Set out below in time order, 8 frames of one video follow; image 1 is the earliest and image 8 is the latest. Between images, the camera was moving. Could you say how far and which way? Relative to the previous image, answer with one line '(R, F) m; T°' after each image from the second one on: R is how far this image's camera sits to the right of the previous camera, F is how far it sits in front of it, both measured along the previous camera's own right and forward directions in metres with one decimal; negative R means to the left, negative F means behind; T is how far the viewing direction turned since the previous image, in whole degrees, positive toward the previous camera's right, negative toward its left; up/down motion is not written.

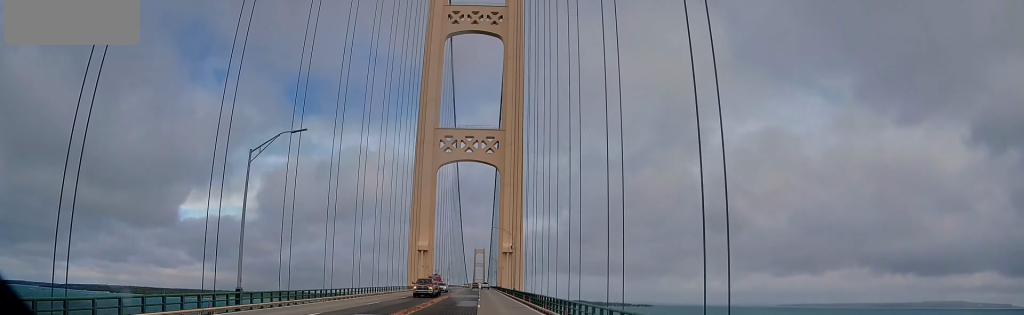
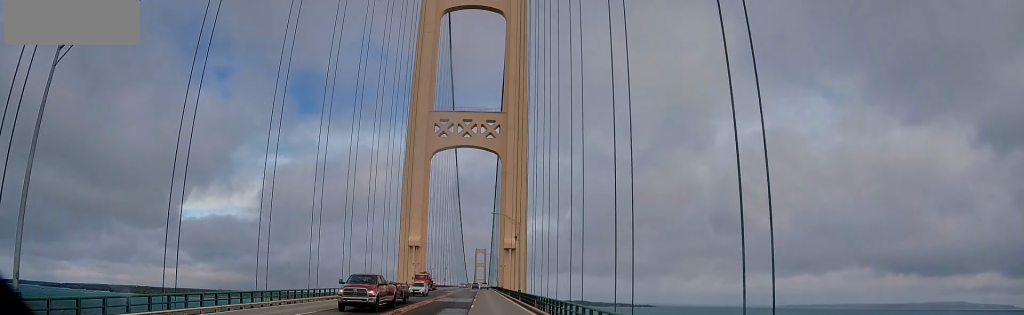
(-0.4, +18.7) m; 0°
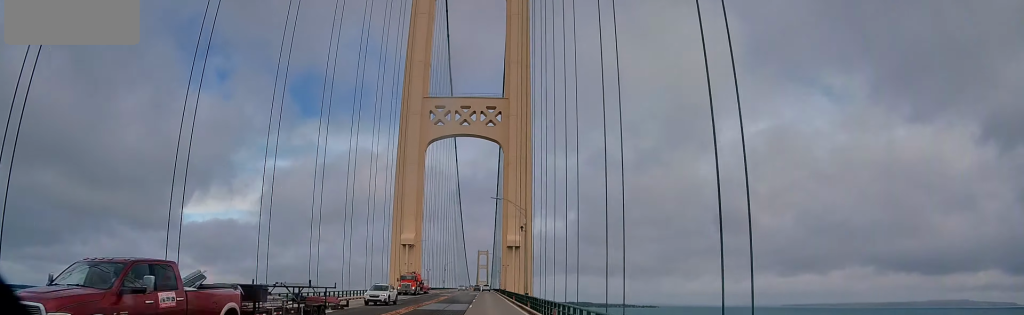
(-0.1, +13.0) m; 0°
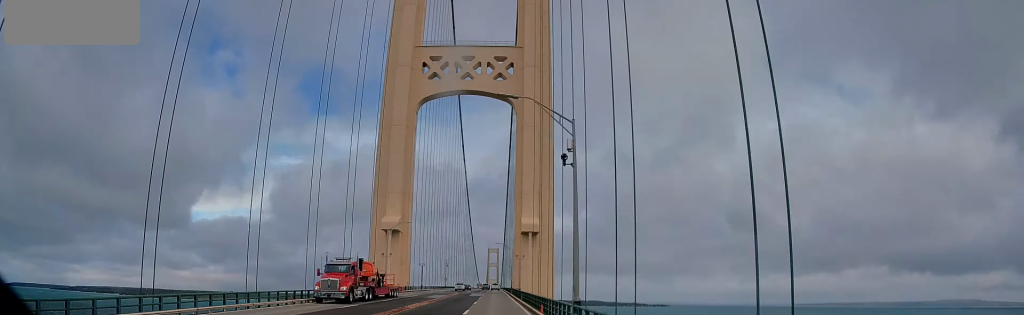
(+0.4, +28.9) m; 0°
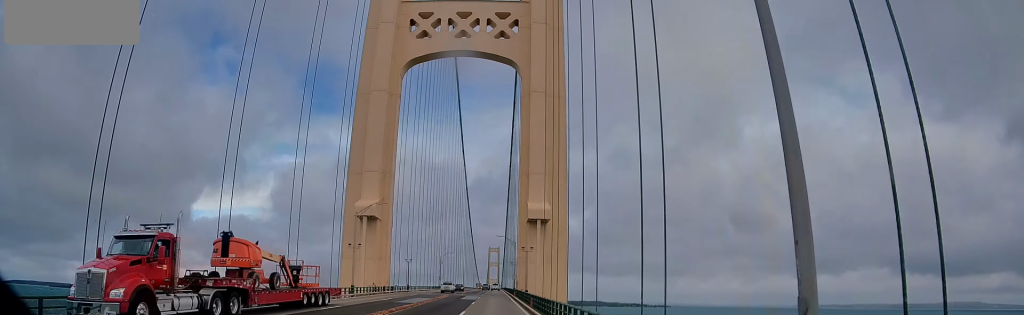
(0.0, +17.7) m; -1°
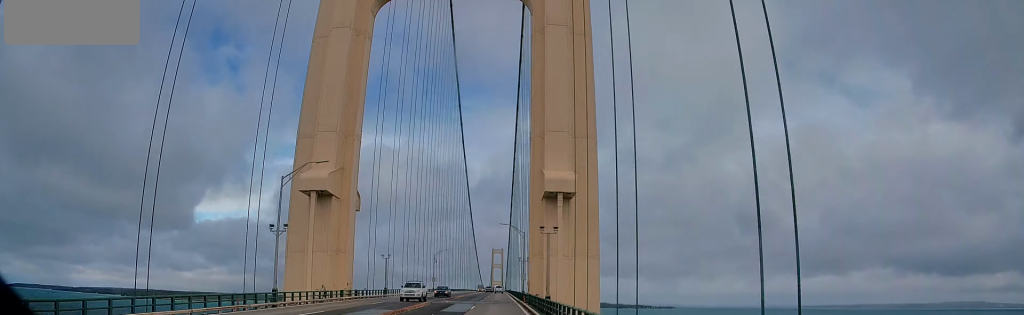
(-0.2, +21.5) m; -1°
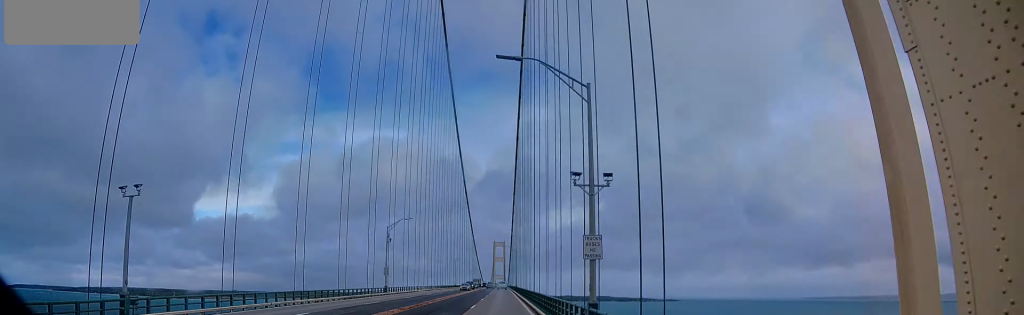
(+0.3, +52.6) m; 0°
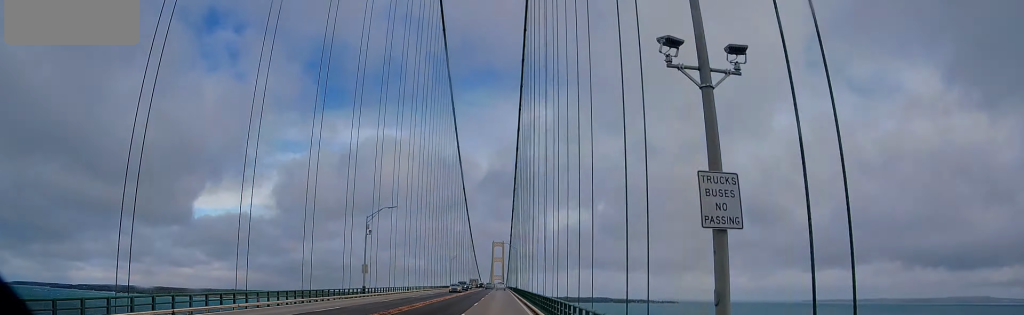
(-0.1, +11.5) m; -1°
